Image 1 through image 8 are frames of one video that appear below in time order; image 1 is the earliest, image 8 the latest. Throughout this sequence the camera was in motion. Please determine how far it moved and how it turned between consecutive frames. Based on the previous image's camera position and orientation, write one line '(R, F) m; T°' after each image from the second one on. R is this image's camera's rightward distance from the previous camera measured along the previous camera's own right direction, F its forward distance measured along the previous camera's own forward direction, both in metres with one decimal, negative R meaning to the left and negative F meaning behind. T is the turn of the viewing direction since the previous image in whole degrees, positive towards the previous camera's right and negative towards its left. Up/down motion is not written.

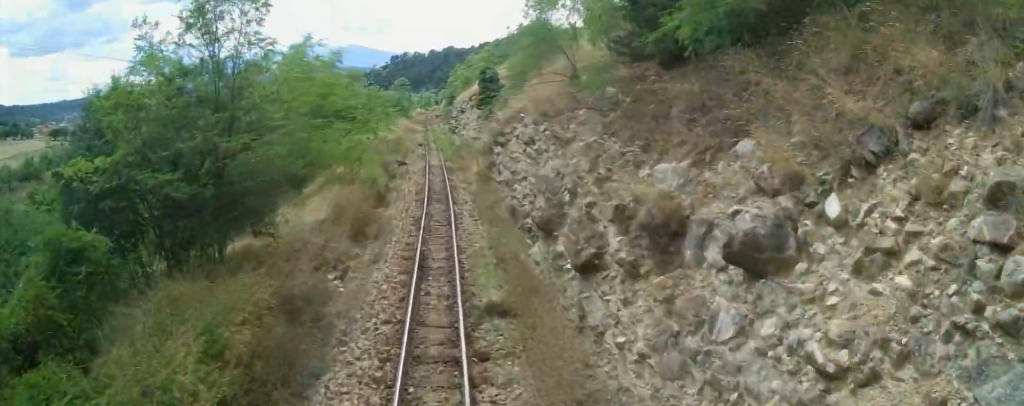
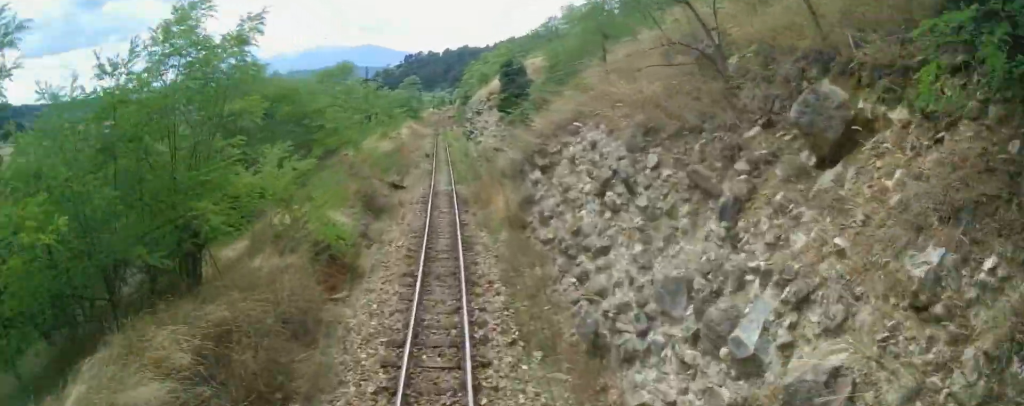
(0.0, +9.0) m; -3°
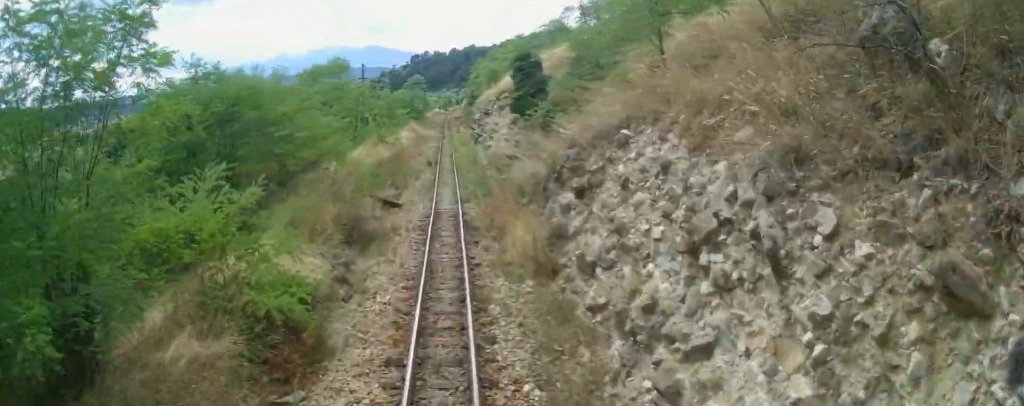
(-0.1, +4.2) m; -2°
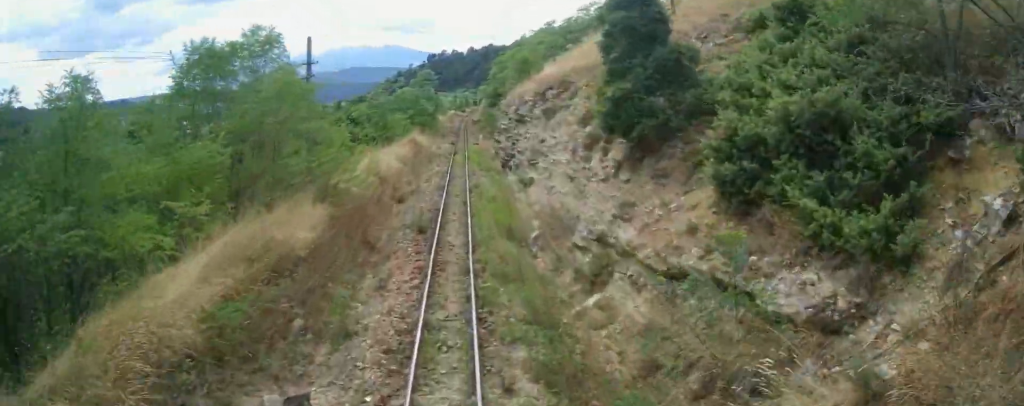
(-0.9, +16.5) m; -4°
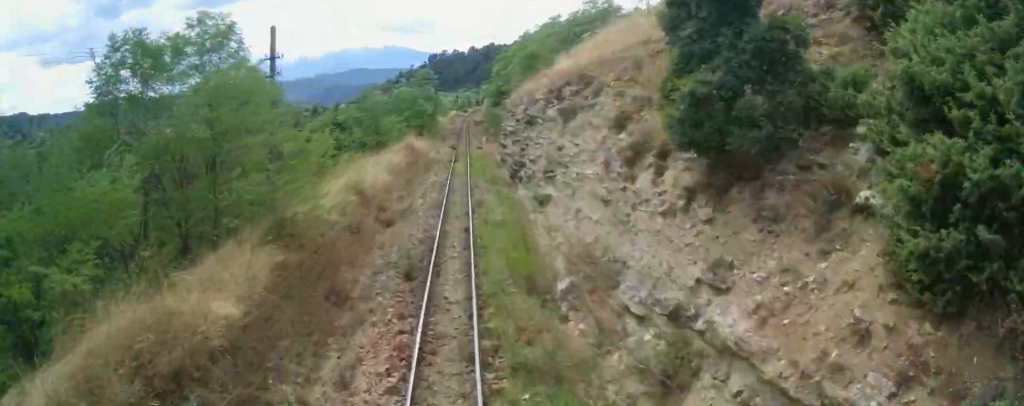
(0.0, +4.2) m; 0°
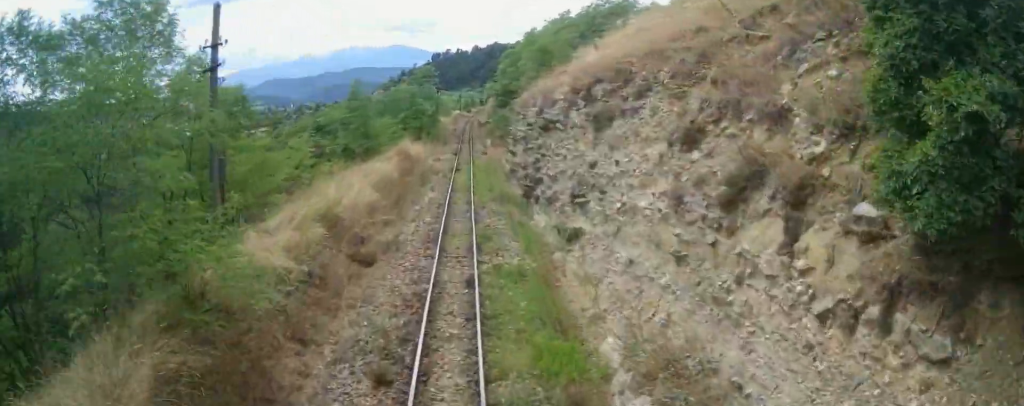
(0.0, +4.6) m; 0°
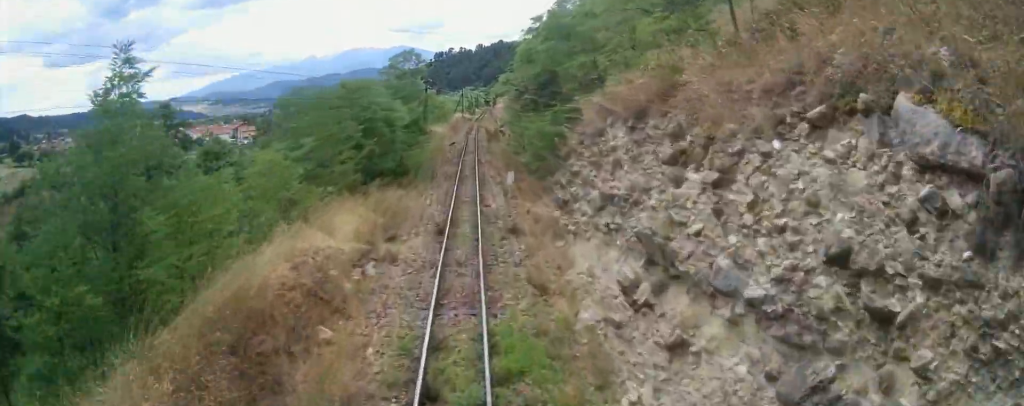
(0.0, +22.8) m; 0°
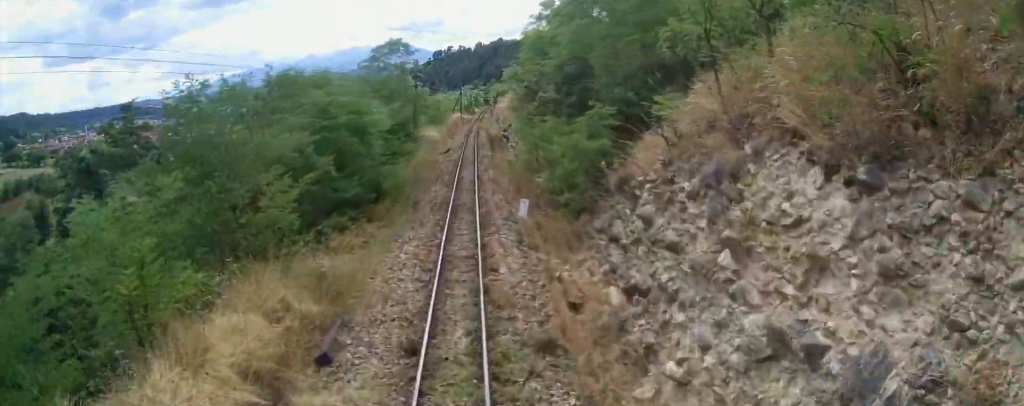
(0.0, +7.6) m; 0°
